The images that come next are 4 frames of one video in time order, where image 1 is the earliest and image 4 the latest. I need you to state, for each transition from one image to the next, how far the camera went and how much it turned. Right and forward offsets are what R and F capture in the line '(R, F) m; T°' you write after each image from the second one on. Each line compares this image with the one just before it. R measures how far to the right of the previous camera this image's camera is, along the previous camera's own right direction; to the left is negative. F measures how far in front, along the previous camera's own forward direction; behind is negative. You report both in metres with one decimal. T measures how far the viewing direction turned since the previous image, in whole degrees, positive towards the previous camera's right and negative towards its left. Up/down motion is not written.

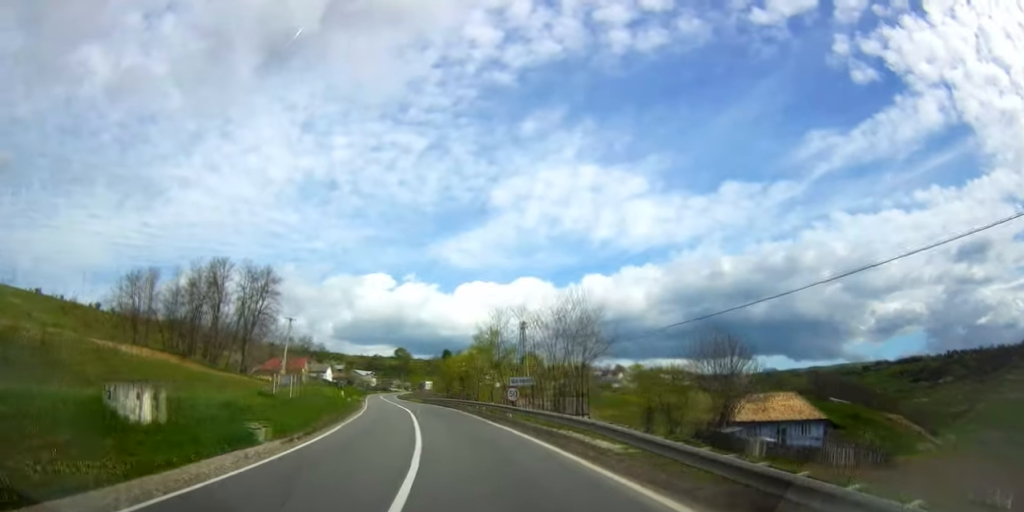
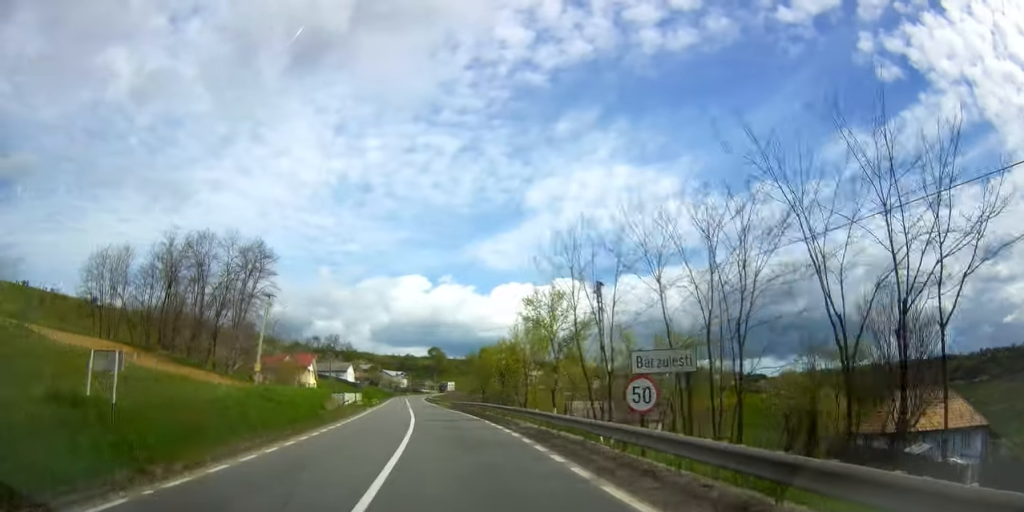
(-0.8, +19.2) m; -5°
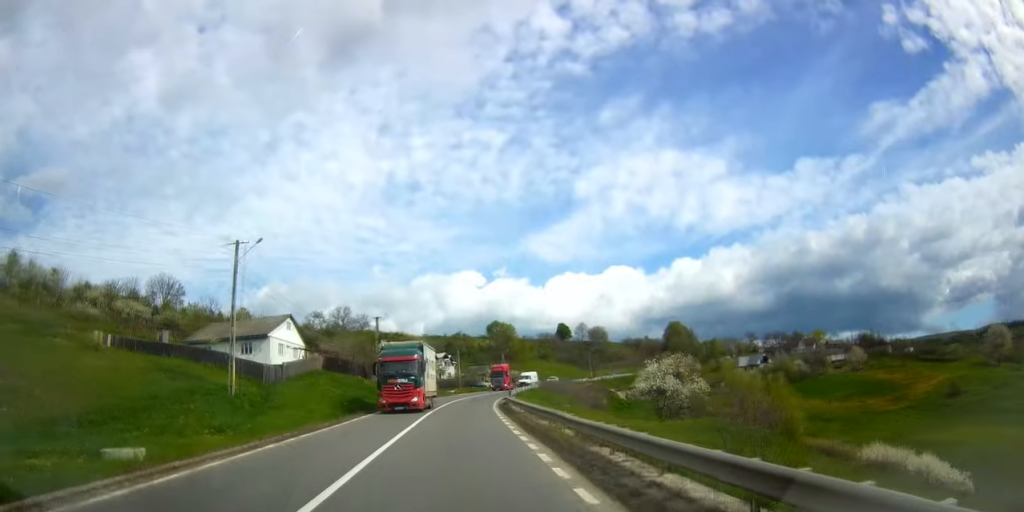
(-20.4, +100.8) m; -17°
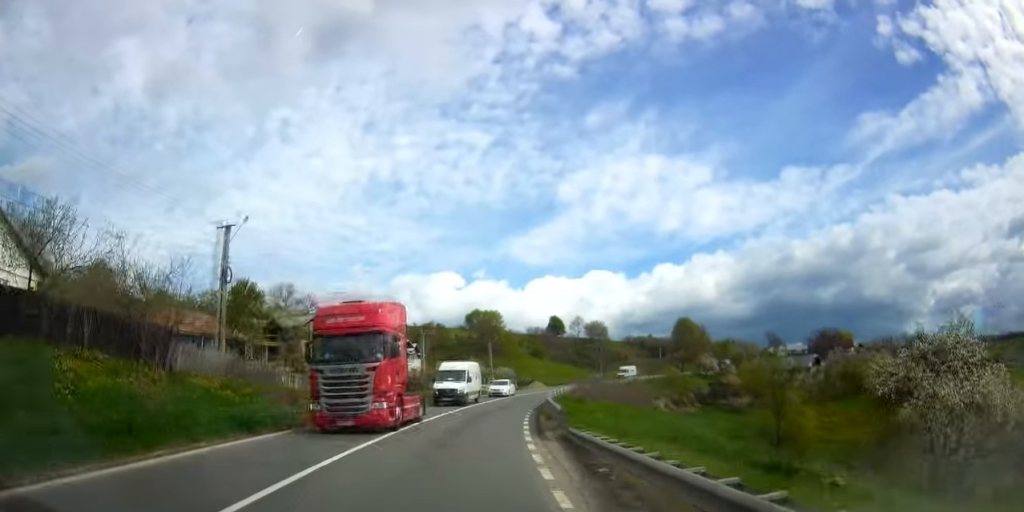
(-0.2, +43.7) m; 0°
